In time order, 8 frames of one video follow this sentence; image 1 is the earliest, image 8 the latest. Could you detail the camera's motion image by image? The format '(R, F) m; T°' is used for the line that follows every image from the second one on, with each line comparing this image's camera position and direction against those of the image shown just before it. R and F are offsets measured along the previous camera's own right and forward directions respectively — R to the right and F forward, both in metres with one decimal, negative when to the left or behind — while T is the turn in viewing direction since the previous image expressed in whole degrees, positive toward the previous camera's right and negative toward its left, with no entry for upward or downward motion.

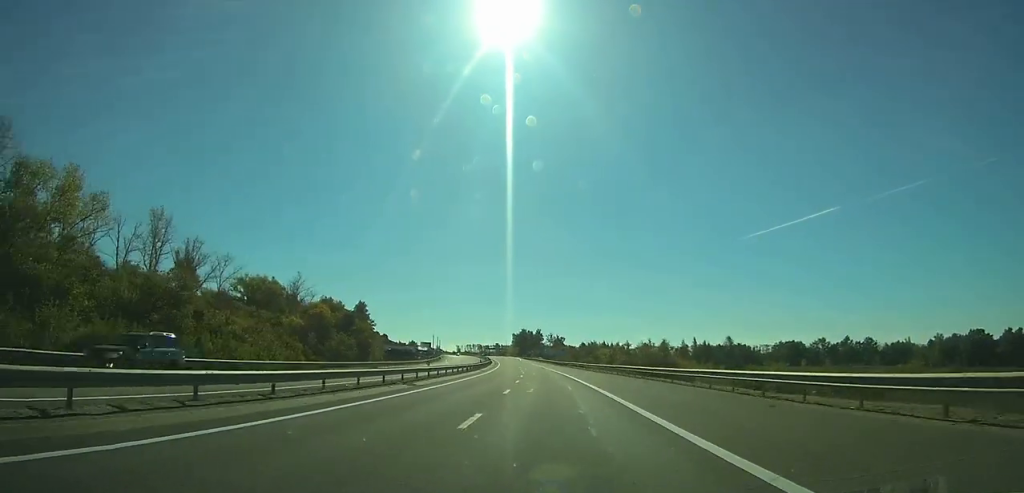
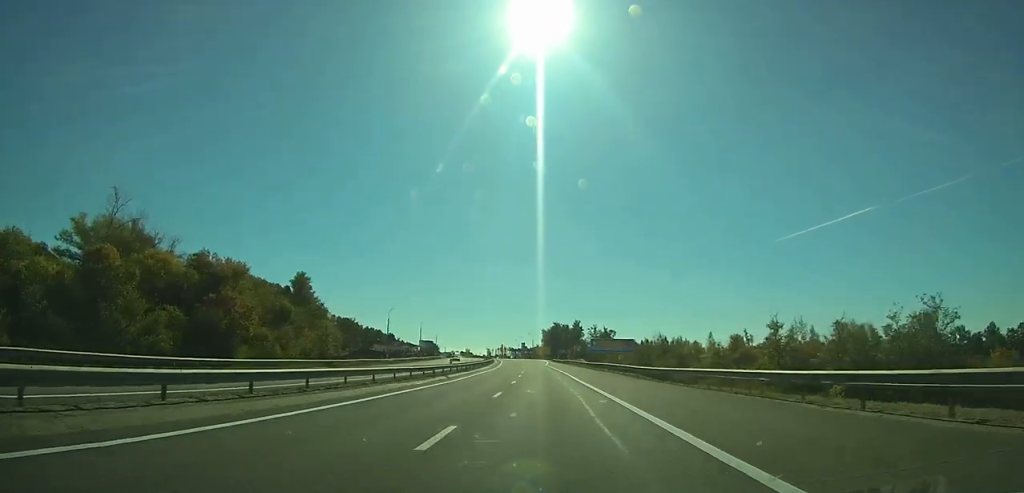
(-2.8, +85.5) m; -4°
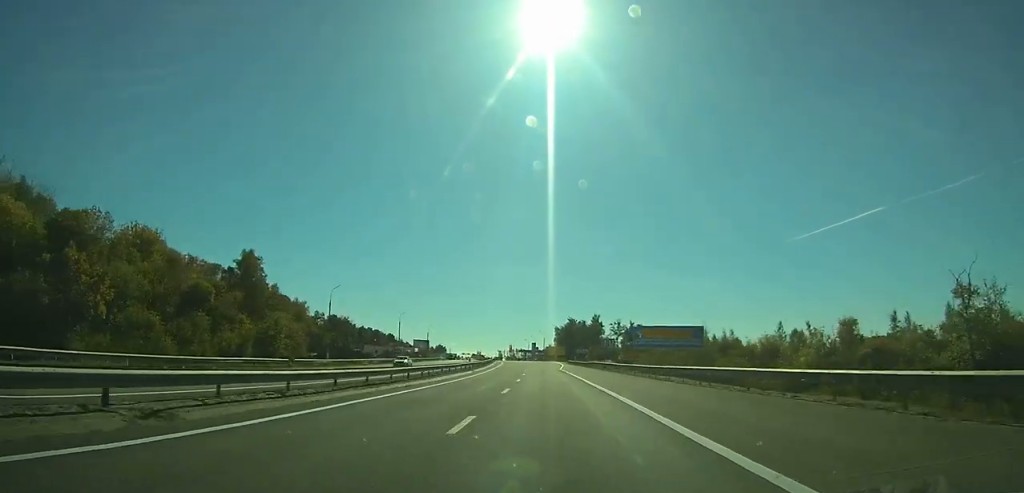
(-0.2, +33.6) m; -1°
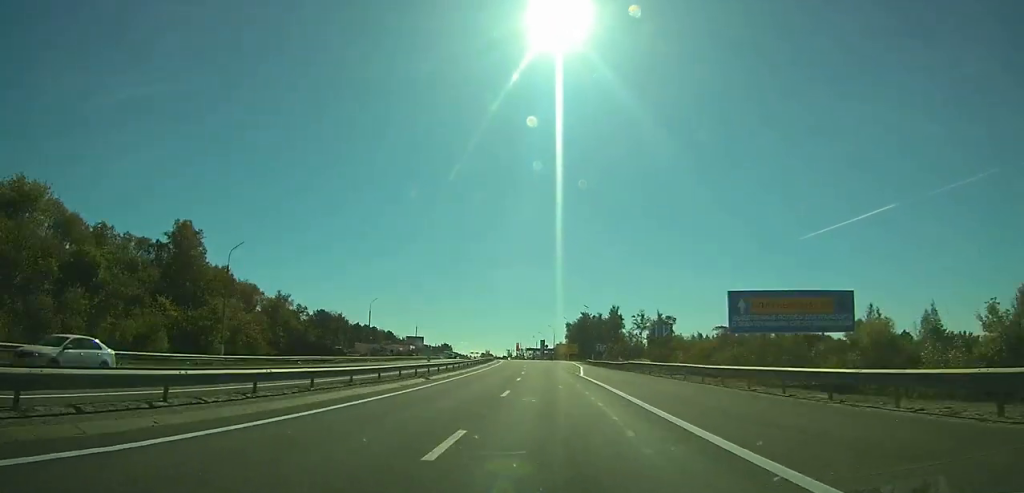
(-0.4, +26.1) m; -1°
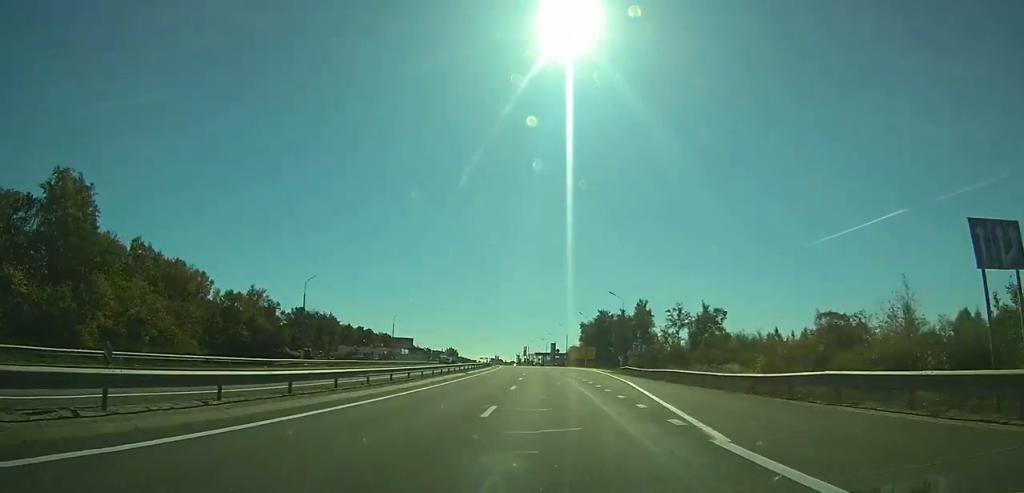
(-0.1, +29.8) m; -1°
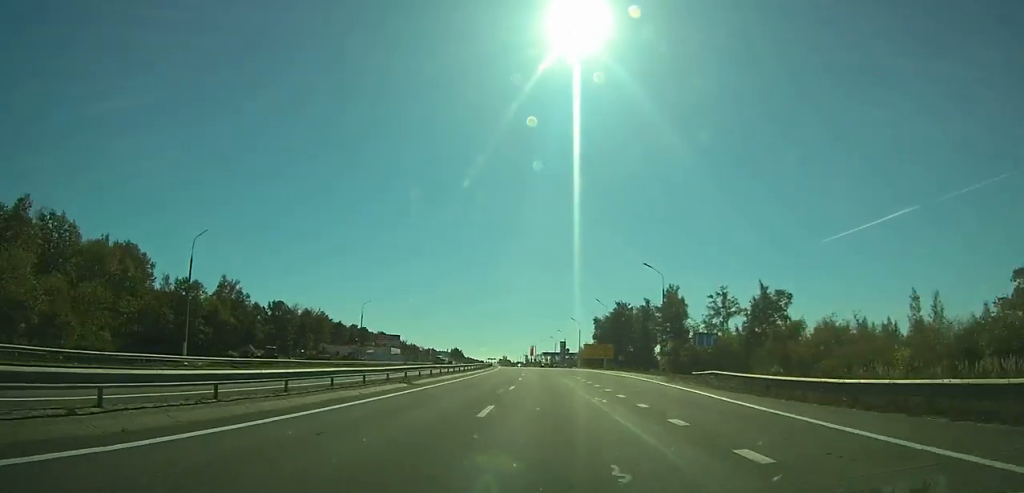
(-0.5, +24.1) m; -1°
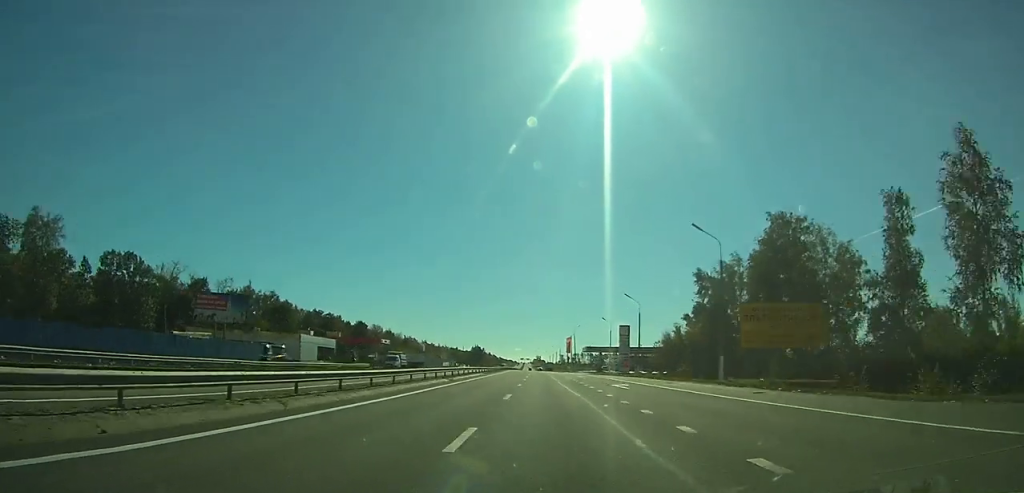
(-2.2, +88.7) m; -3°
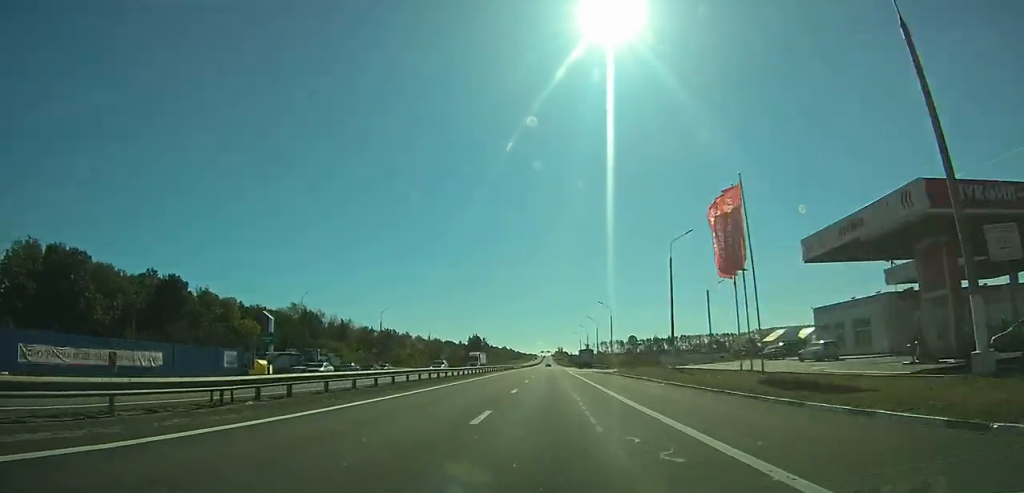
(-3.4, +127.8) m; -2°
